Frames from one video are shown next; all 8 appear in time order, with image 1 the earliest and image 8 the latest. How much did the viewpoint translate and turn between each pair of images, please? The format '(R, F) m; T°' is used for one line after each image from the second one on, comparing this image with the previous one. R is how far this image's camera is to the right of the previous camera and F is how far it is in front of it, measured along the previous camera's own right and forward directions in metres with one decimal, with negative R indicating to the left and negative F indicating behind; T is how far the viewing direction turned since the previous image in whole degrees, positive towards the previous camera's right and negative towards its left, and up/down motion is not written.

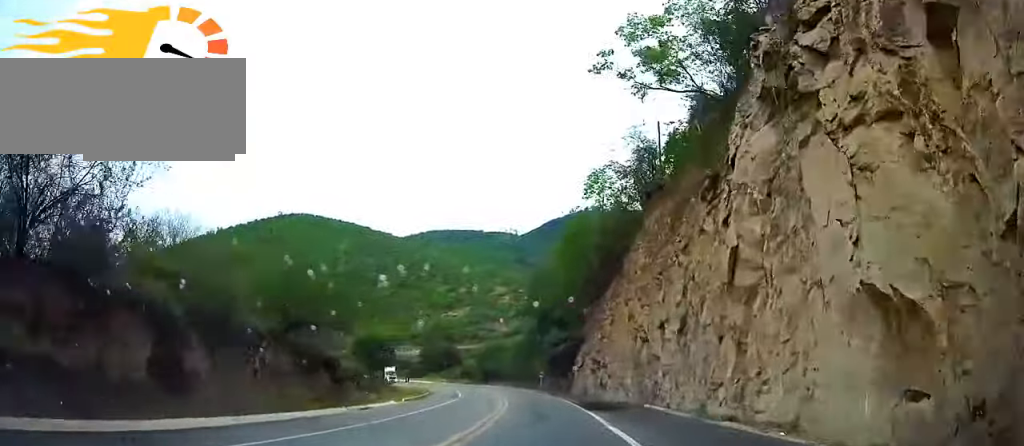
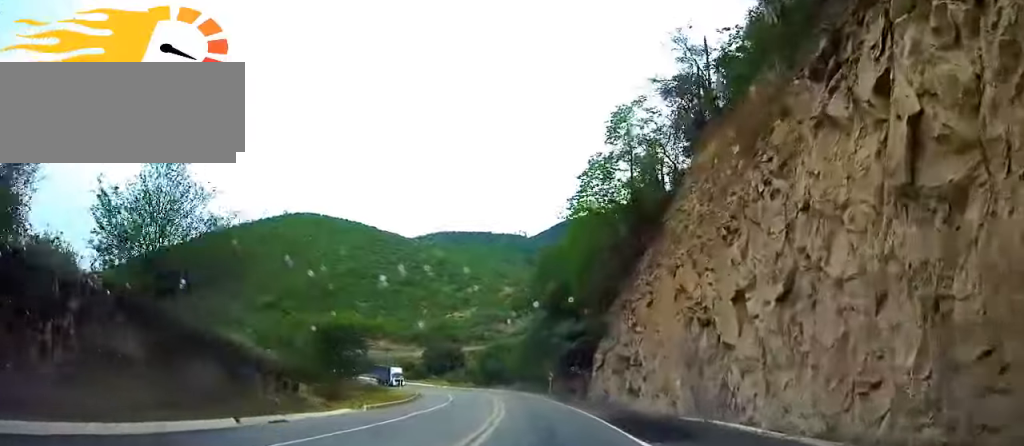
(+0.5, +12.7) m; -2°
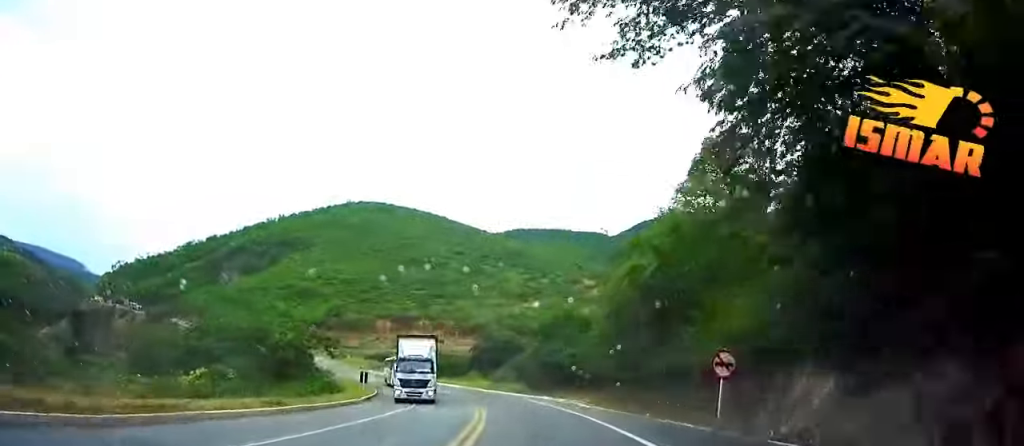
(-4.1, +54.6) m; -5°
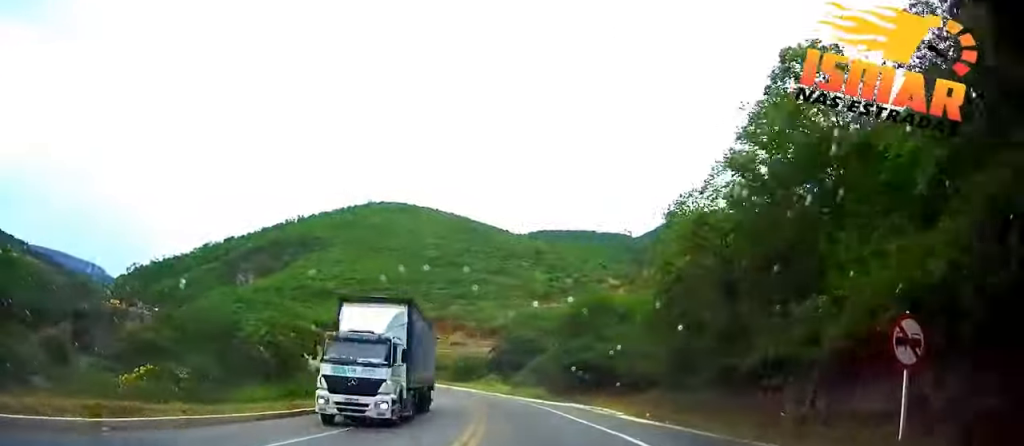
(0.0, +11.1) m; 0°
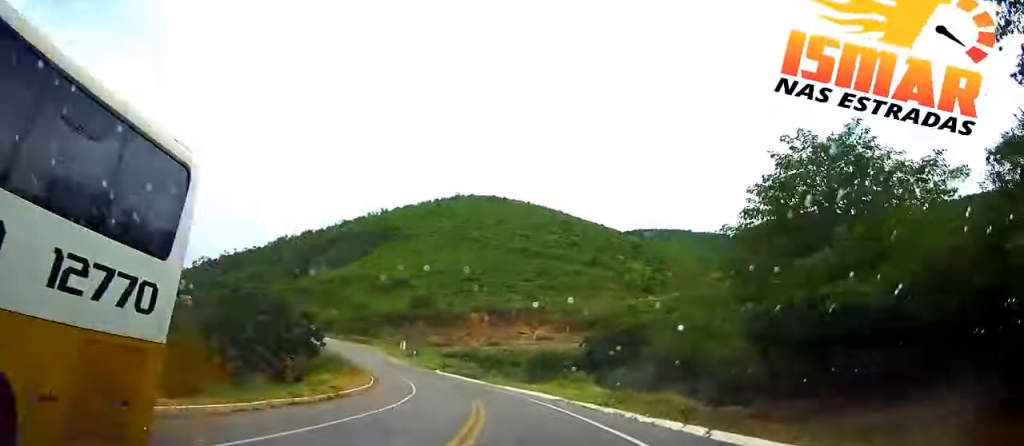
(-0.1, +35.9) m; -4°
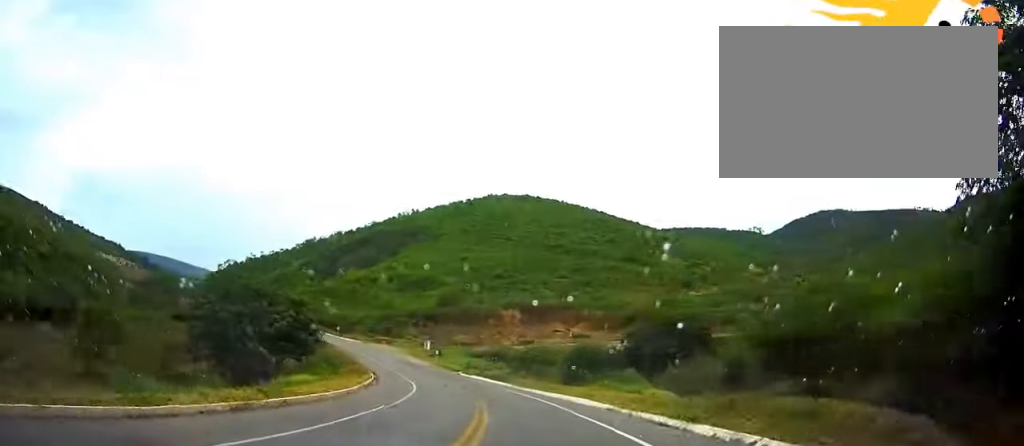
(+0.7, +13.7) m; -4°
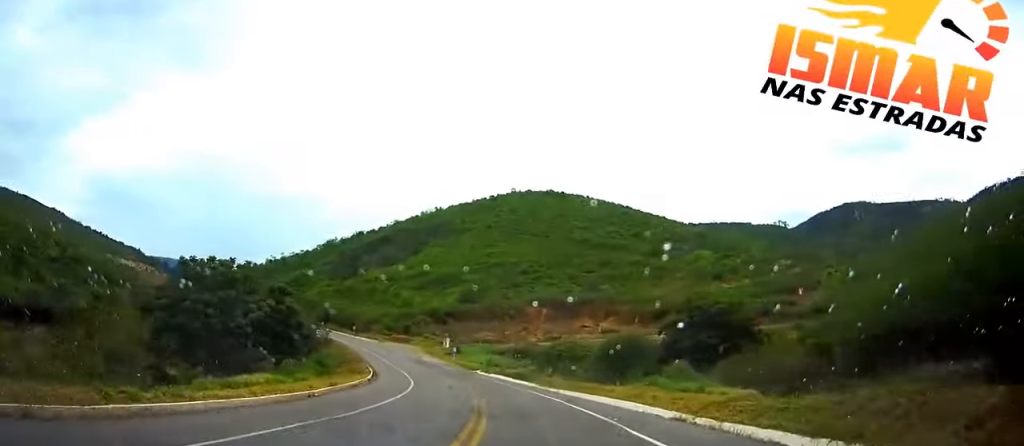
(-1.3, +10.9) m; -4°
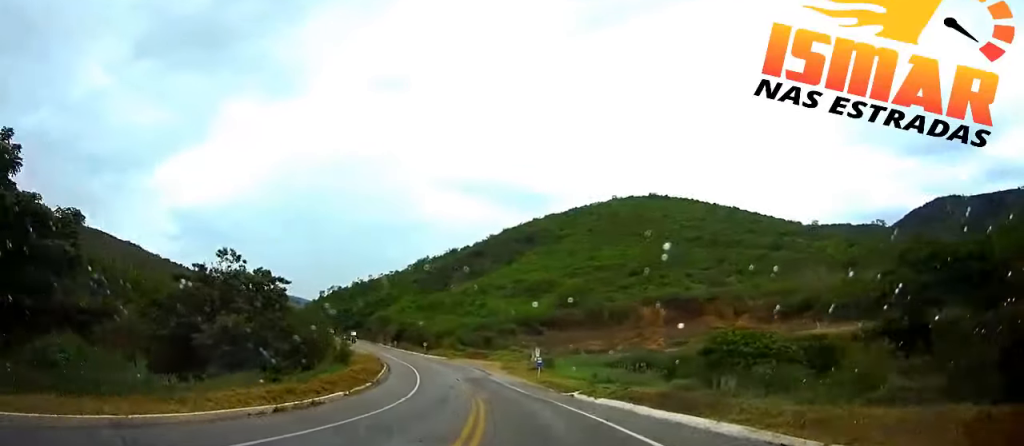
(-4.8, +40.0) m; -12°
